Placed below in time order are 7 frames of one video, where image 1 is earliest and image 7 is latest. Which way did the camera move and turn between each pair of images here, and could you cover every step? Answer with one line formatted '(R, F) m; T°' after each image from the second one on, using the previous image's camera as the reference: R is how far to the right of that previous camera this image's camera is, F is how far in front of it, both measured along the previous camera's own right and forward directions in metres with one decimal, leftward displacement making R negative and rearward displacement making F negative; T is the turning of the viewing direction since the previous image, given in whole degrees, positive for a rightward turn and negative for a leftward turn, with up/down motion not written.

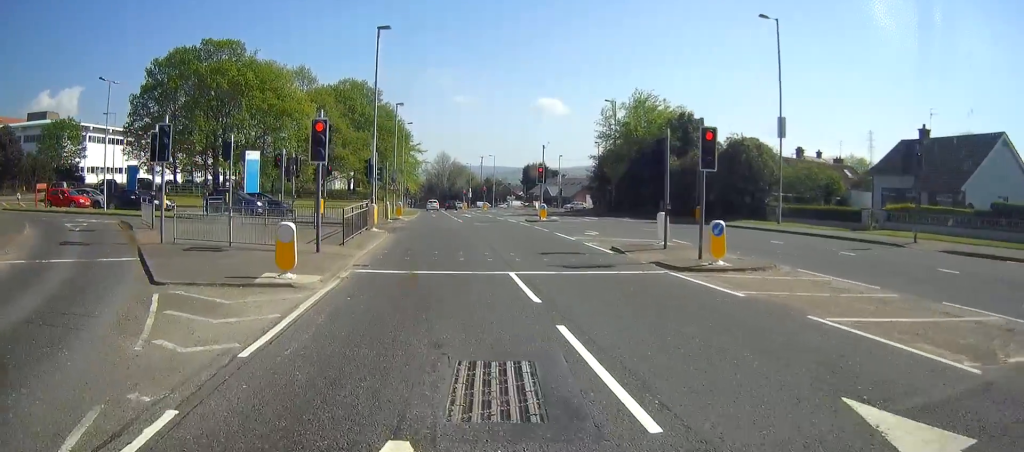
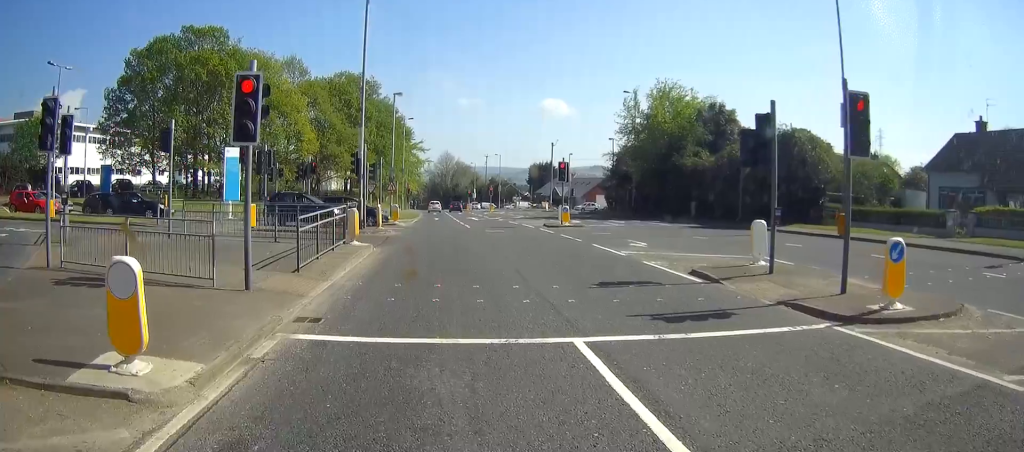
(0.0, +6.4) m; 0°
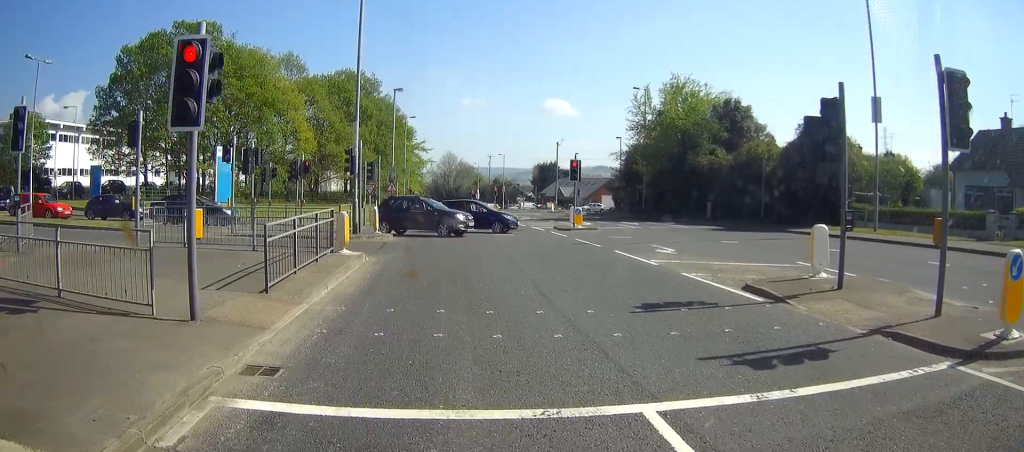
(0.0, +2.6) m; 0°
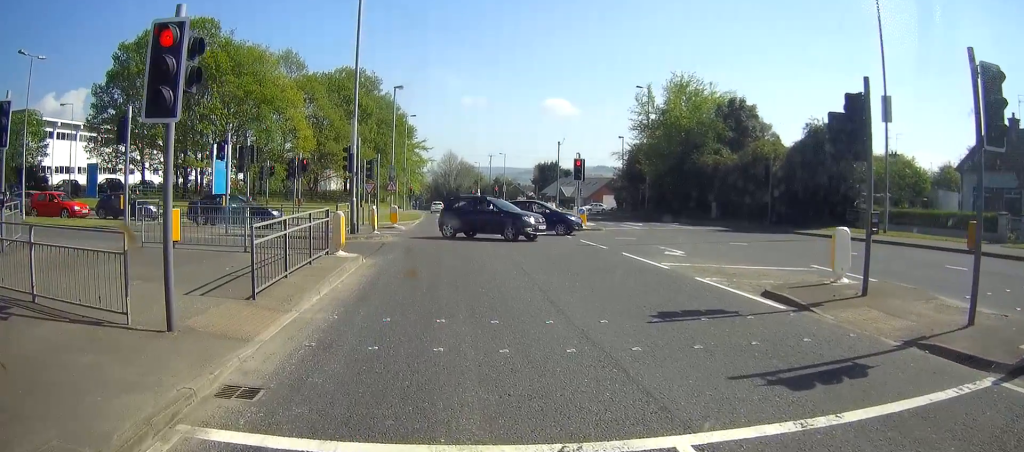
(0.0, +0.8) m; 0°
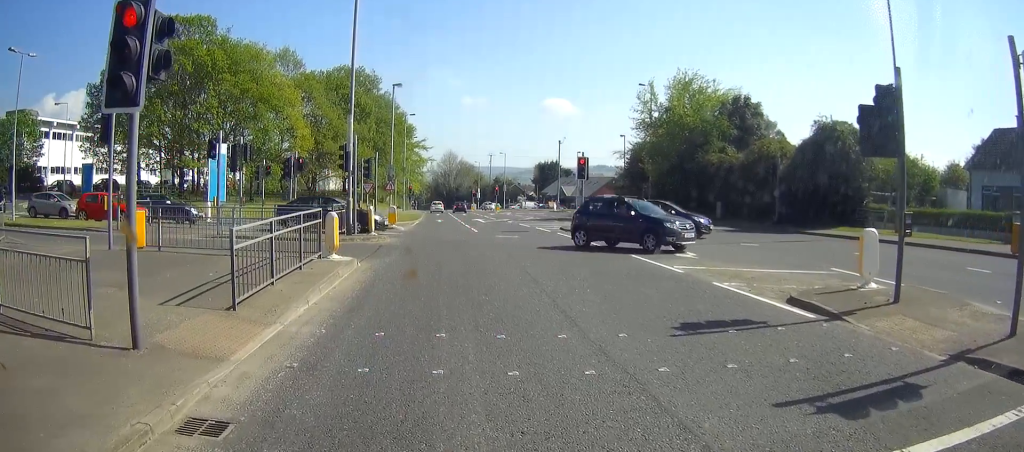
(0.0, +1.1) m; 0°
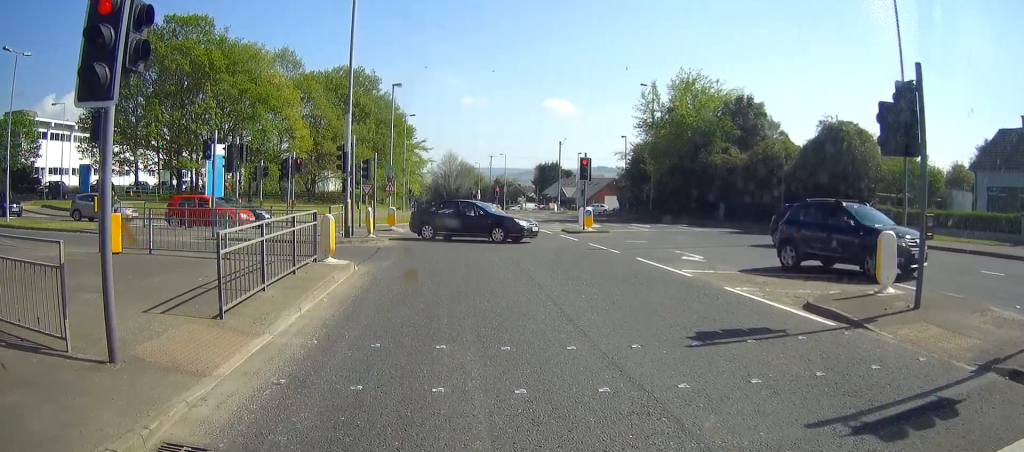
(0.0, +1.0) m; 0°
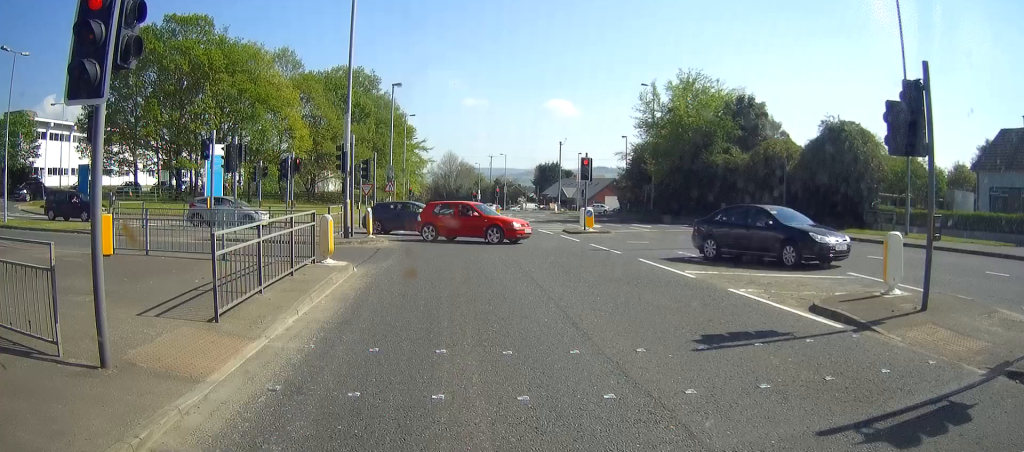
(0.0, +1.4) m; 0°
